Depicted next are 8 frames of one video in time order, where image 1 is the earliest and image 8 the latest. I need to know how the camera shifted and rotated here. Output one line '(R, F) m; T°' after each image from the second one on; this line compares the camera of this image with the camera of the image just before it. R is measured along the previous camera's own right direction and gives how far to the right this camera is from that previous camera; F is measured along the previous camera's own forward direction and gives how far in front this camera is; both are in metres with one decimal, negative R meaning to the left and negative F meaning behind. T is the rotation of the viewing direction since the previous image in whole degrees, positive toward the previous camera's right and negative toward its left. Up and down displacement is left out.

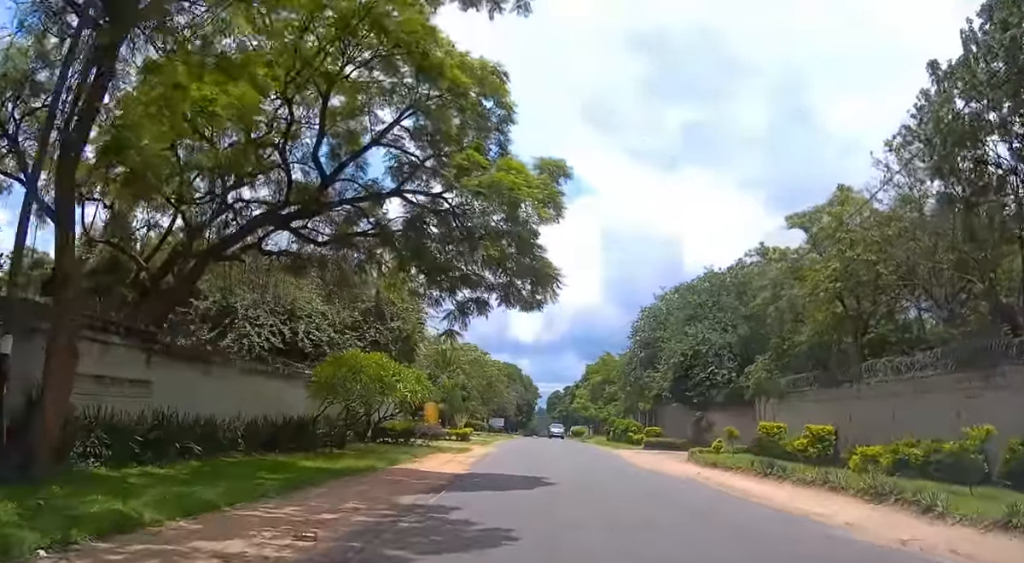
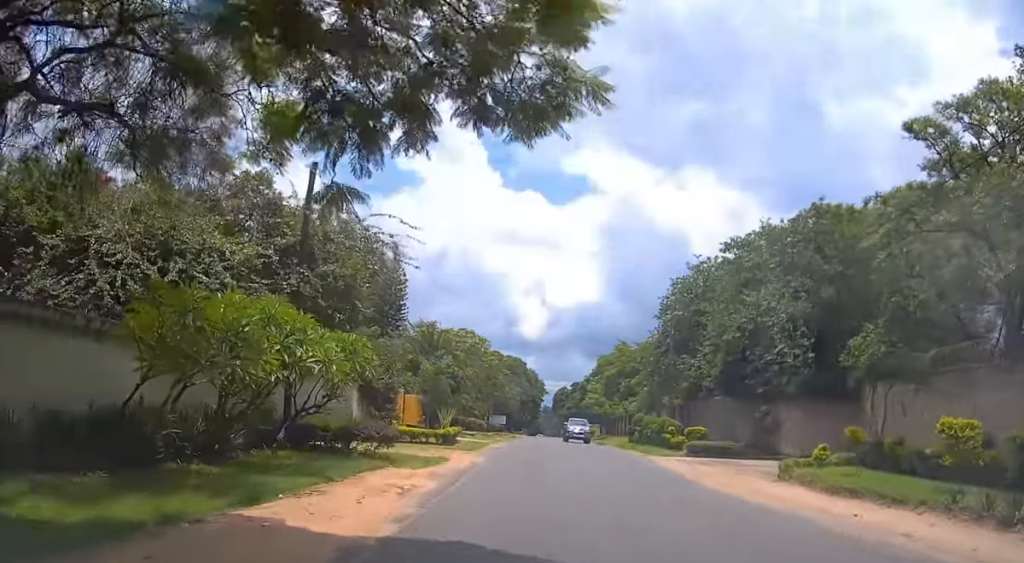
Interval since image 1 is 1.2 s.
(-0.2, +11.2) m; -1°
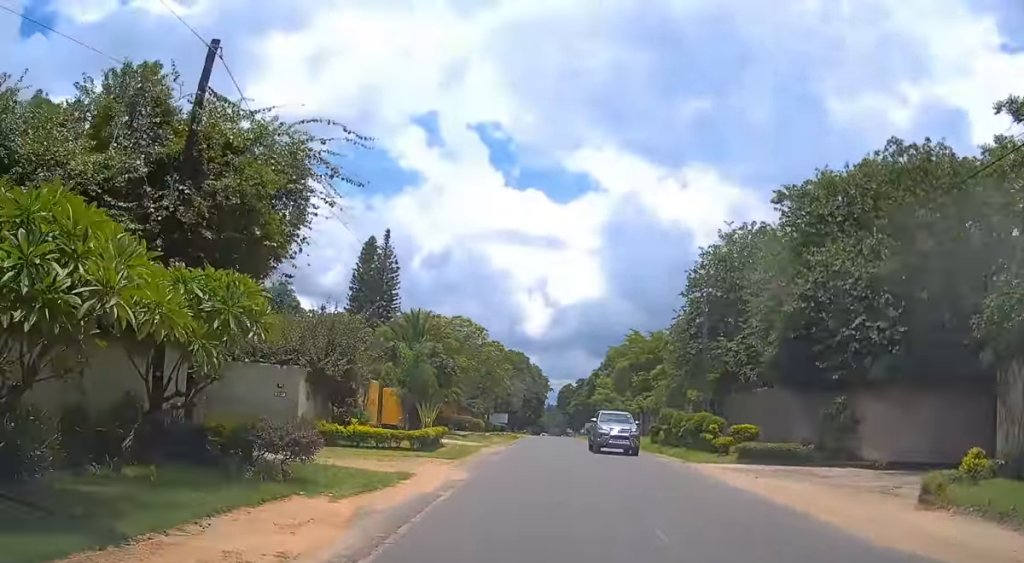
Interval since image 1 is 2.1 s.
(+0.1, +7.7) m; 0°
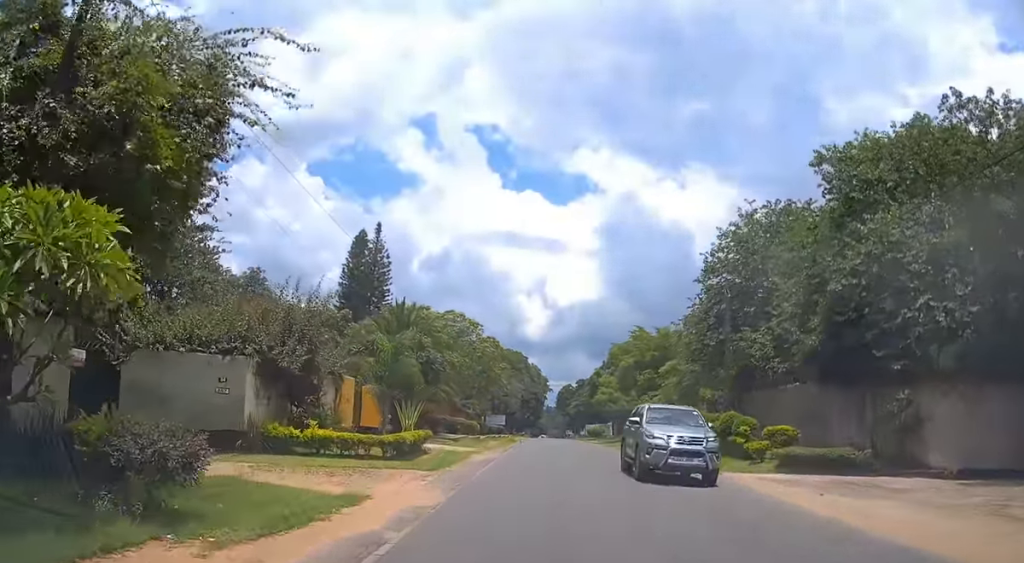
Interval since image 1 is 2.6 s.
(0.0, +4.4) m; 0°
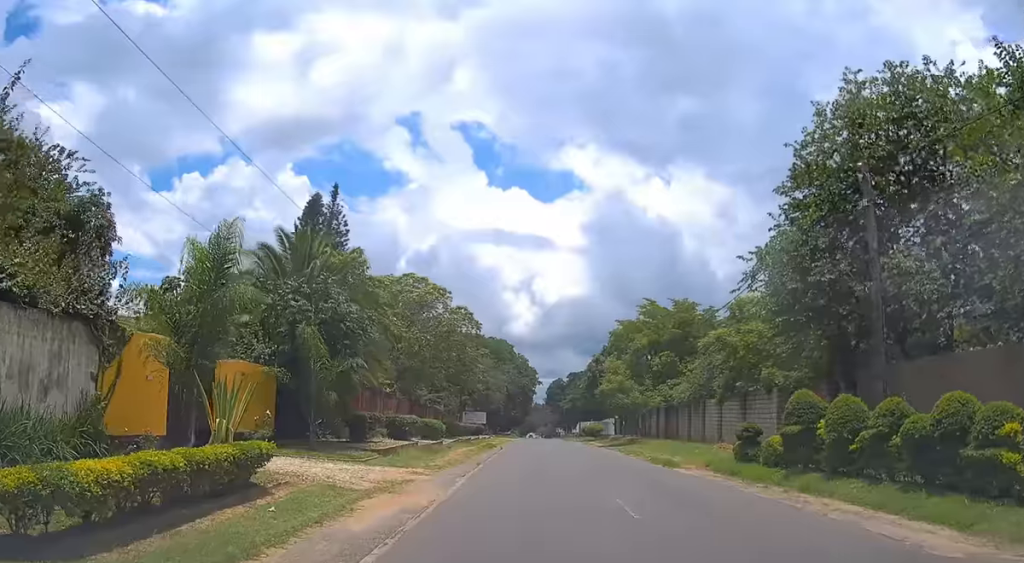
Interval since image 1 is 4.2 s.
(-0.1, +14.9) m; 0°
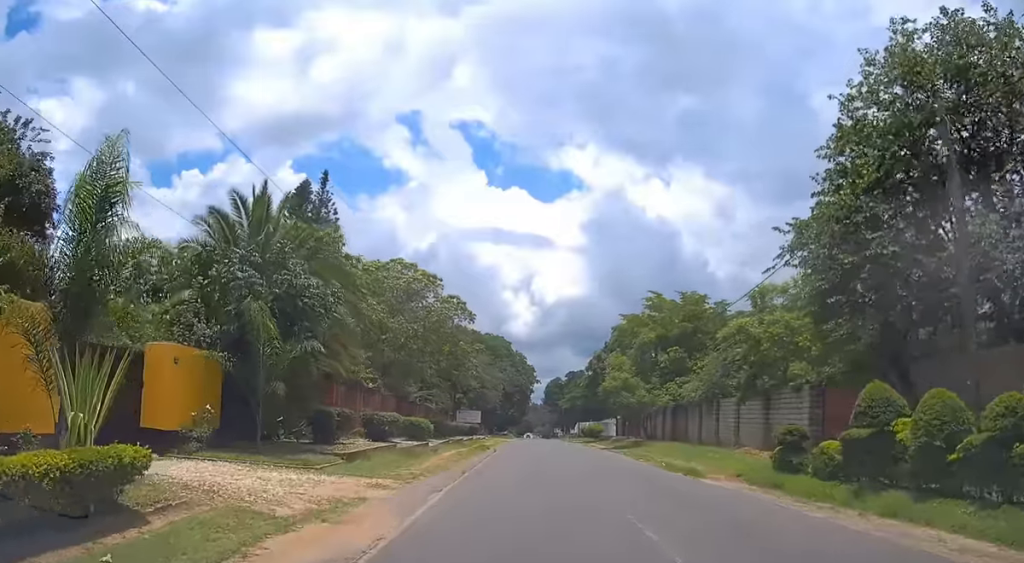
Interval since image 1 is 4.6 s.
(0.0, +3.8) m; 0°
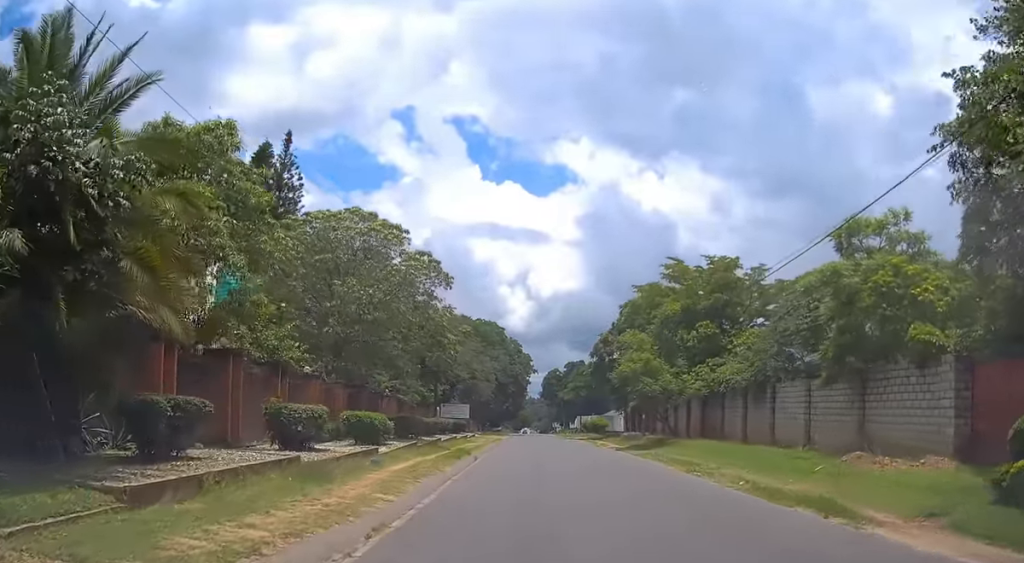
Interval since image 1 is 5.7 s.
(0.0, +9.8) m; 0°
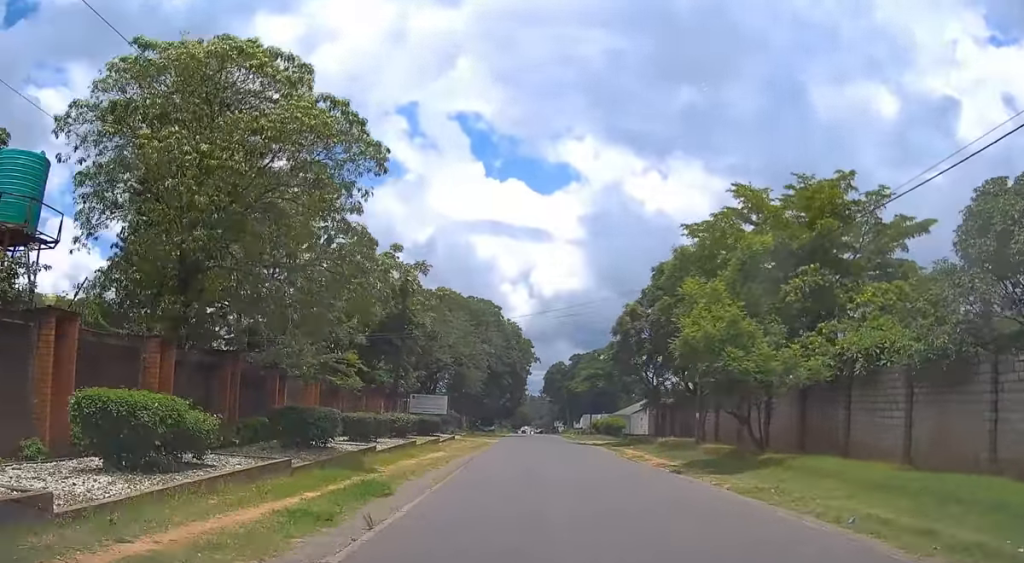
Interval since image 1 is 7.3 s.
(+0.1, +15.6) m; +1°
